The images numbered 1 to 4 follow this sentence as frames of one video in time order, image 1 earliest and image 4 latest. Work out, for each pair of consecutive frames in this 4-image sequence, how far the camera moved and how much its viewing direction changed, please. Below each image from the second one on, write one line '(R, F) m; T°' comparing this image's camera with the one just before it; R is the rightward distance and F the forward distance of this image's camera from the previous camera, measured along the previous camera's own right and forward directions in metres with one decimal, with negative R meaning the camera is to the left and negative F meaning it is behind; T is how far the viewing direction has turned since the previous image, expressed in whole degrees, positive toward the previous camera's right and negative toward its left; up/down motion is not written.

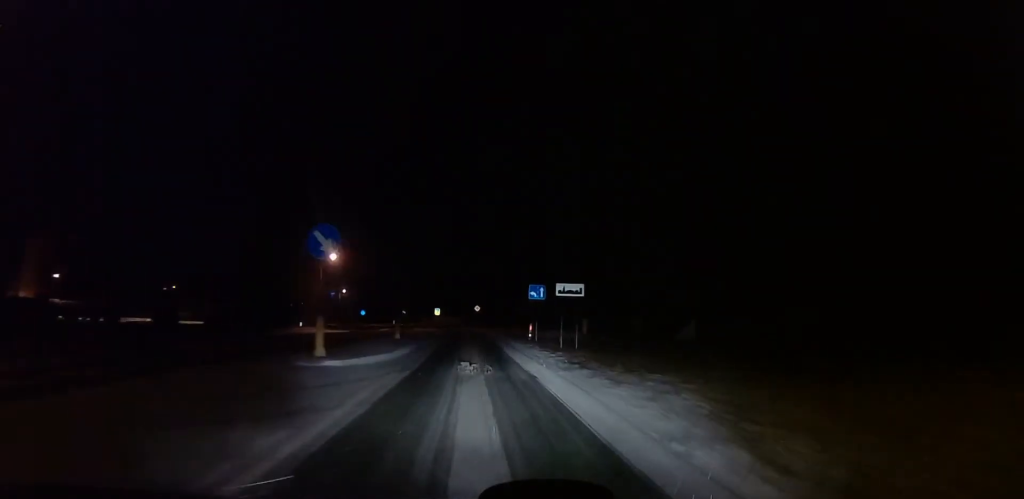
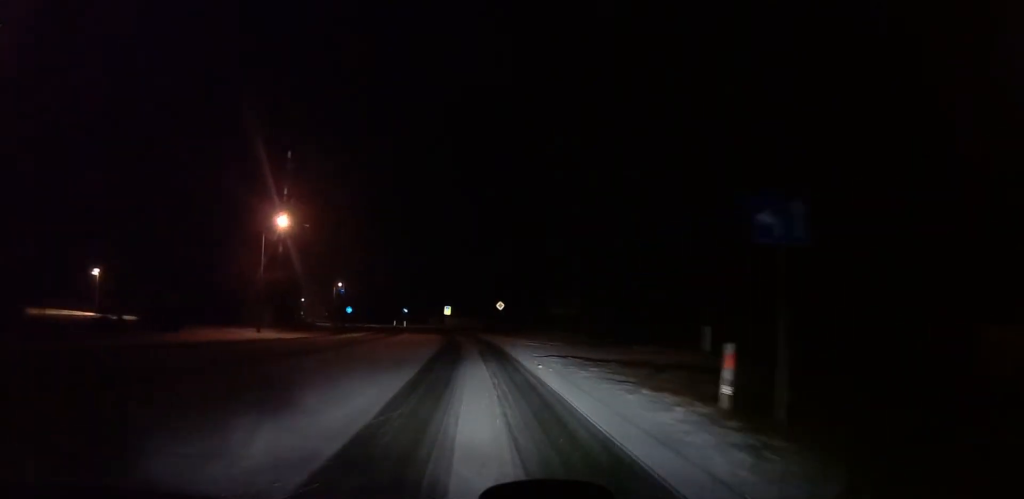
(+1.0, +26.4) m; +2°
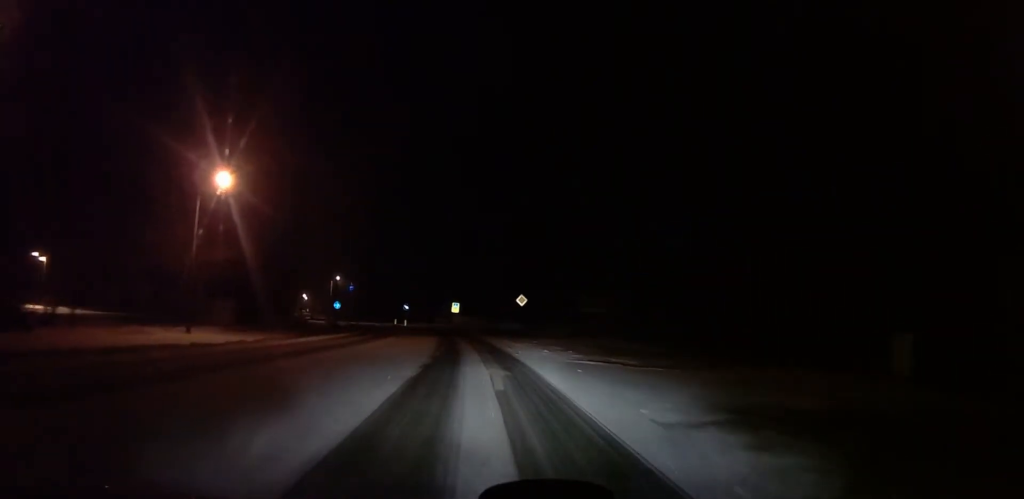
(+0.1, +14.5) m; -2°
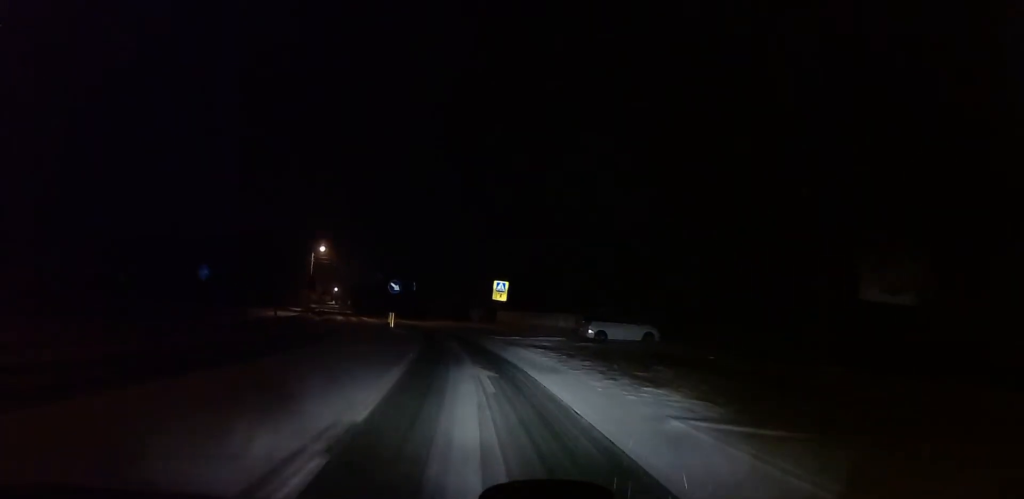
(-4.2, +45.8) m; -2°
